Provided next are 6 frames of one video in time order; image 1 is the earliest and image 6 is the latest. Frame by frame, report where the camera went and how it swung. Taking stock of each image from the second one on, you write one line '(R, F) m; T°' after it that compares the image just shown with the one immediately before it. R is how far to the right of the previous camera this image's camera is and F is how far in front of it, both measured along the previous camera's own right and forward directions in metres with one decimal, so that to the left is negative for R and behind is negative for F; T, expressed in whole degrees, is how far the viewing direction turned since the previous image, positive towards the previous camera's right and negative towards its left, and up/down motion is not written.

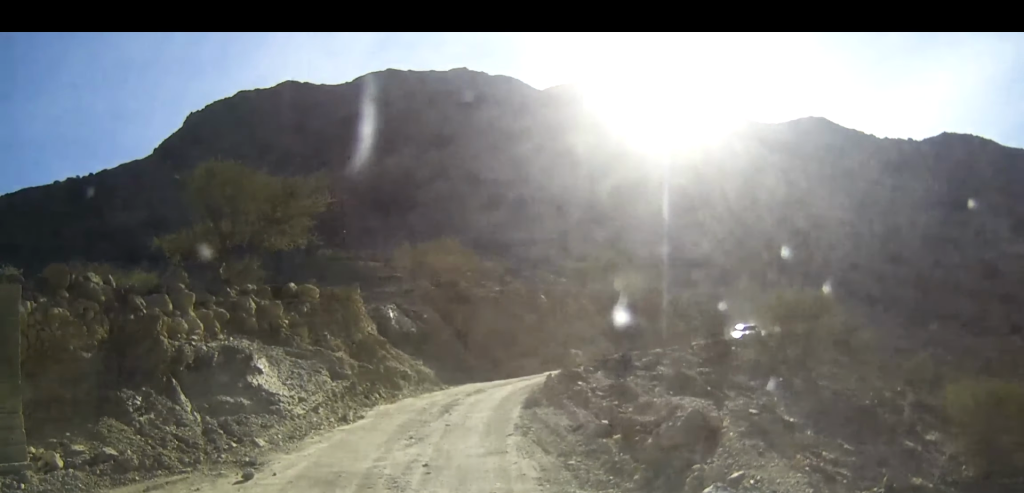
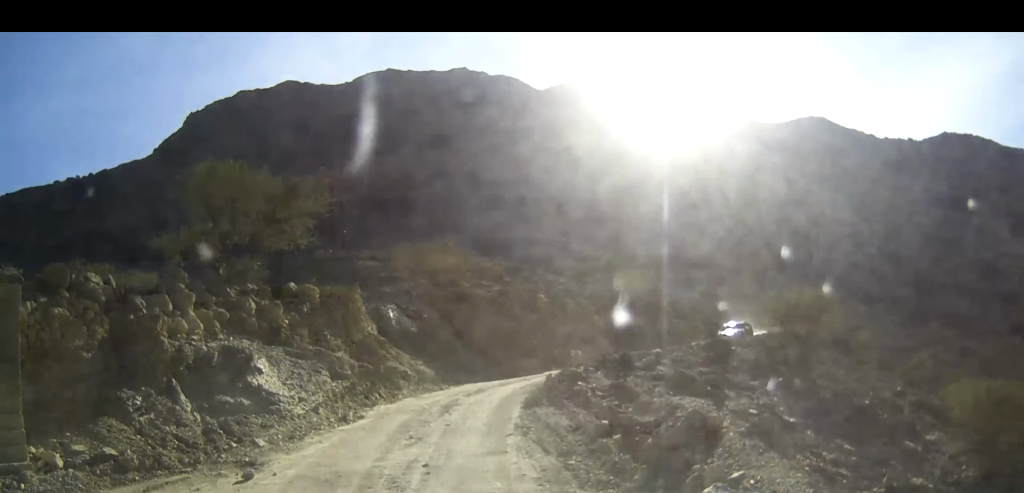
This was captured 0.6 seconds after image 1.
(0.0, 0.0) m; 0°
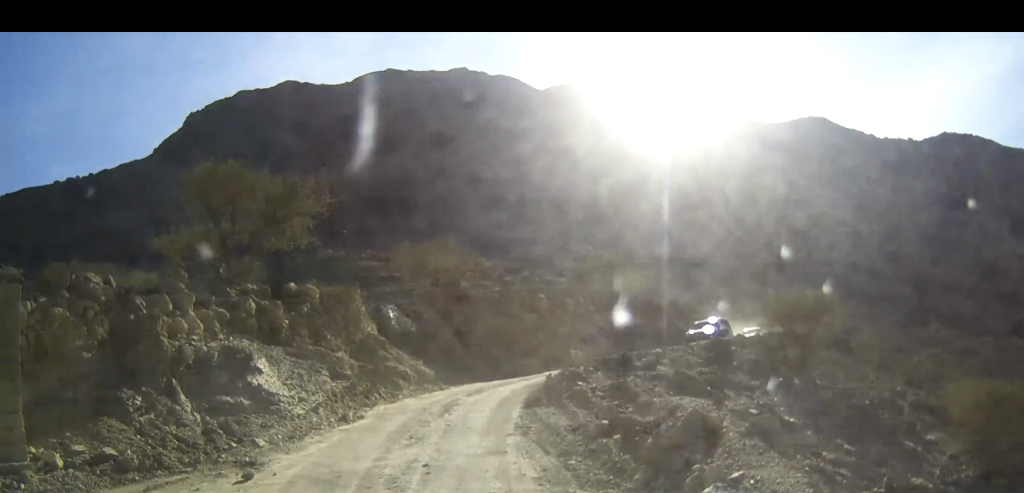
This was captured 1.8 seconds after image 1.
(0.0, 0.0) m; 0°
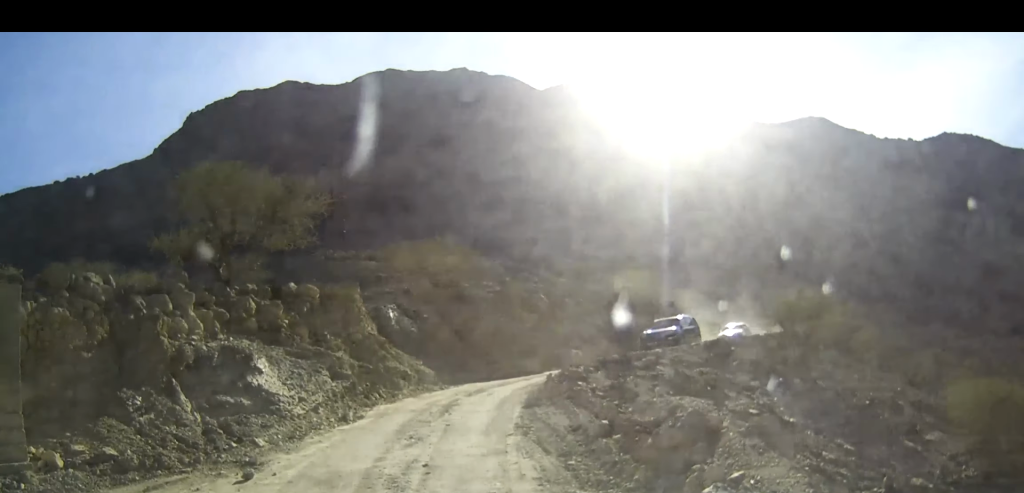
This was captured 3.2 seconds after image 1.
(0.0, 0.0) m; 0°
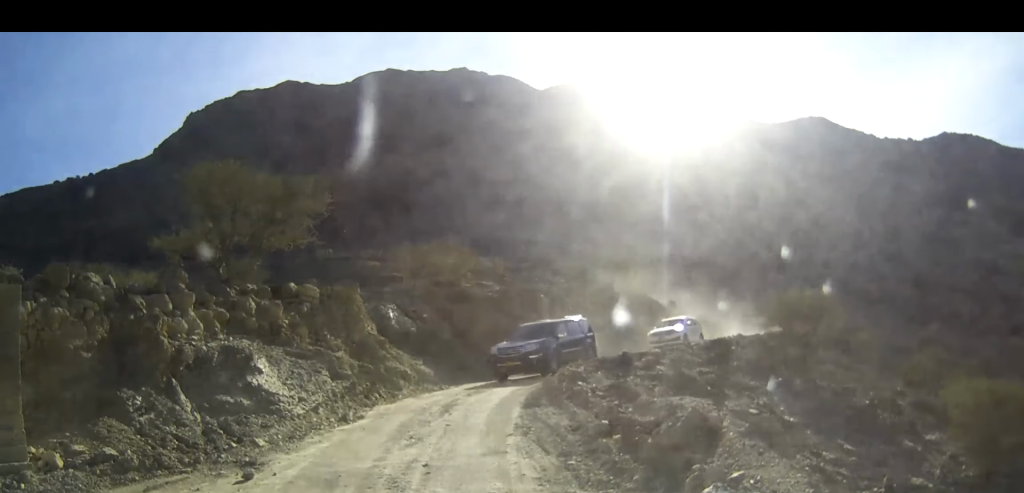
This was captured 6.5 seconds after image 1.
(0.0, 0.0) m; 0°
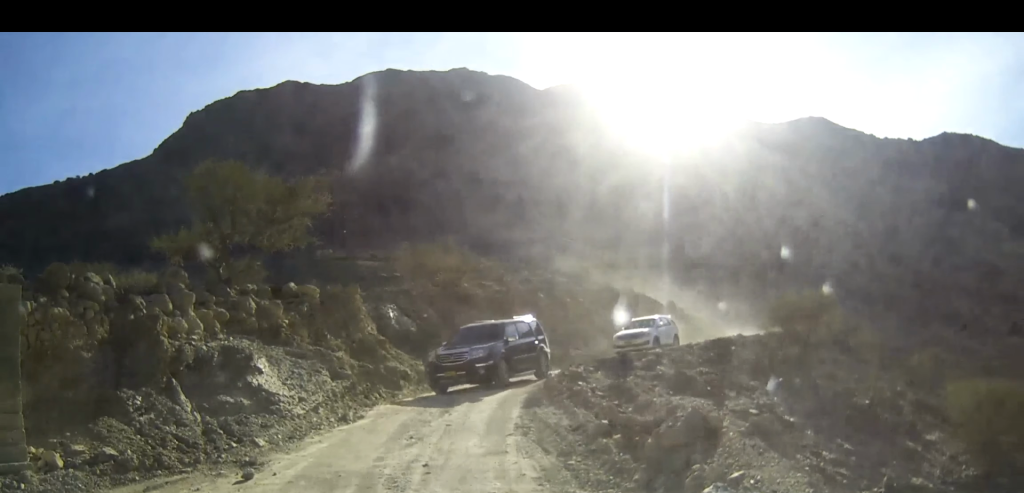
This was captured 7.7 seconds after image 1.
(0.0, 0.0) m; 0°
